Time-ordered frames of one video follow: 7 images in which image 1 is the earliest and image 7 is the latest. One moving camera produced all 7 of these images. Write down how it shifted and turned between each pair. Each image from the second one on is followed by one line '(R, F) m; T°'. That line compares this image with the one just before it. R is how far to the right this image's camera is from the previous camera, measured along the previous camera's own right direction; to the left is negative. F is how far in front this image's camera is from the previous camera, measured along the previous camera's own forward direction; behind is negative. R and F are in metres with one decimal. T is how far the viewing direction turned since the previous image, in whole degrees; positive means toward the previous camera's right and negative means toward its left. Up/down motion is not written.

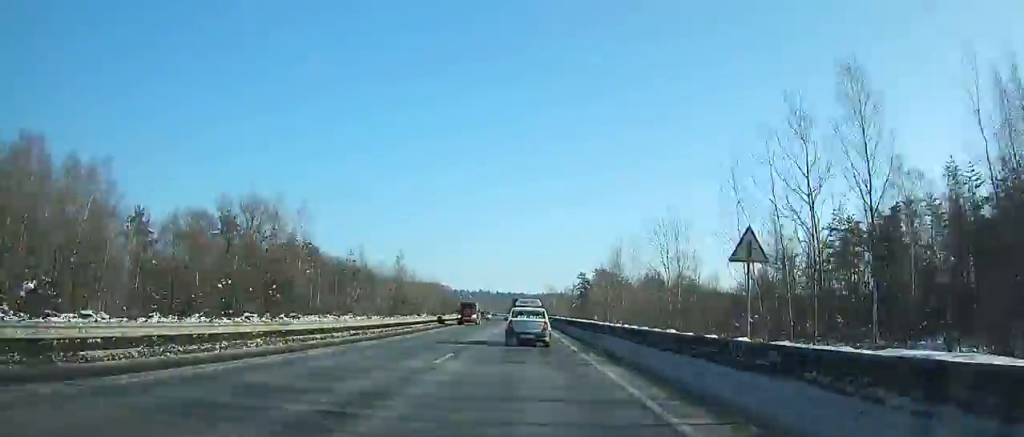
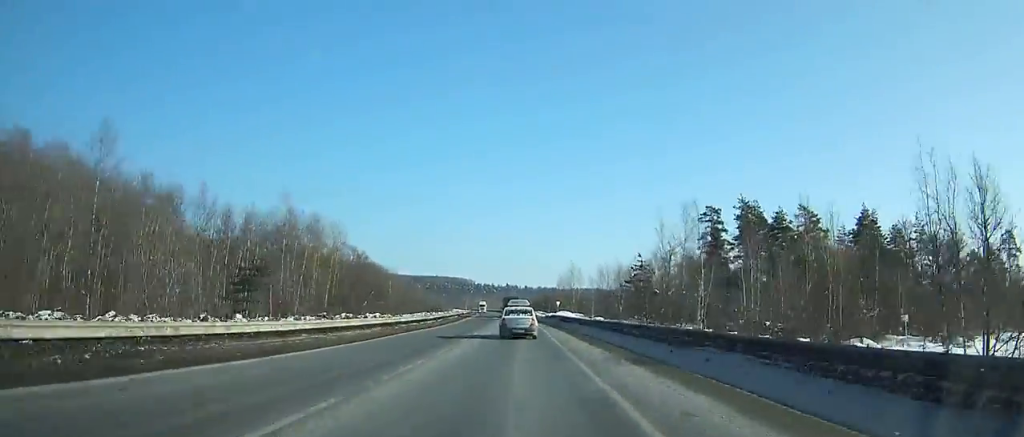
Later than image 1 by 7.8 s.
(+2.3, +158.8) m; -1°
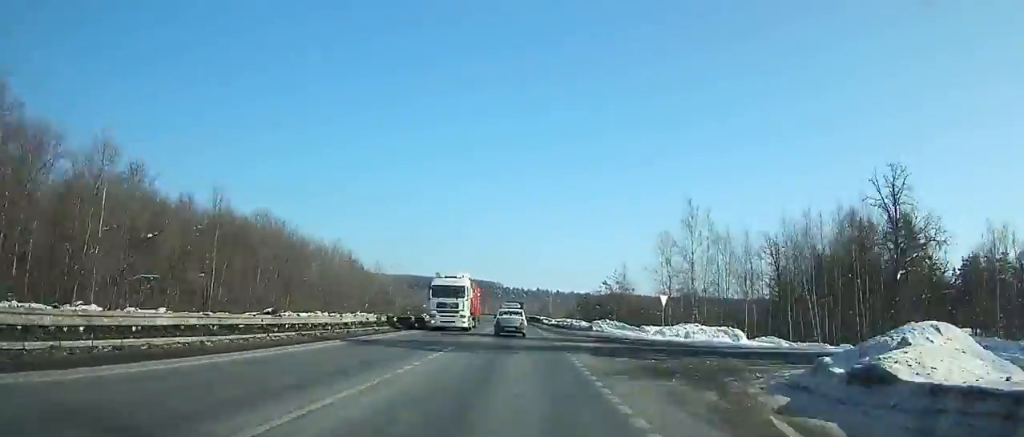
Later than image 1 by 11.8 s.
(-1.8, +81.5) m; -3°
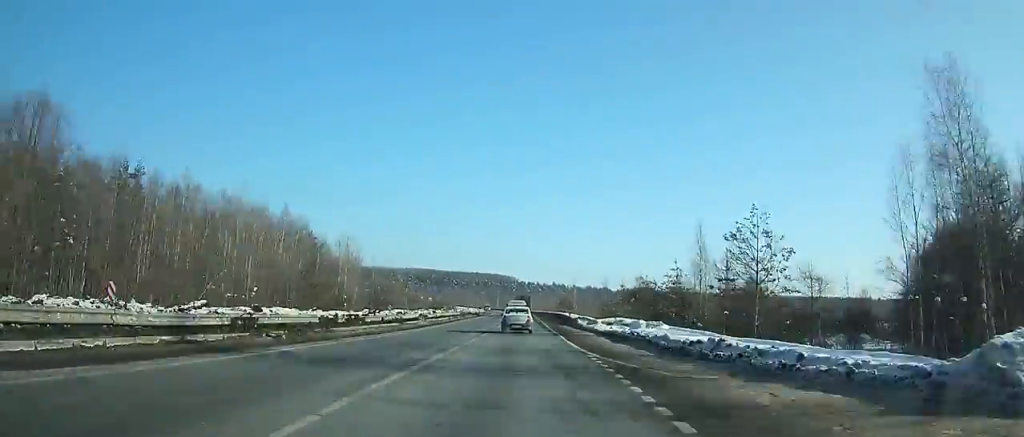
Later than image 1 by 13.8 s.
(-0.7, +41.3) m; -1°
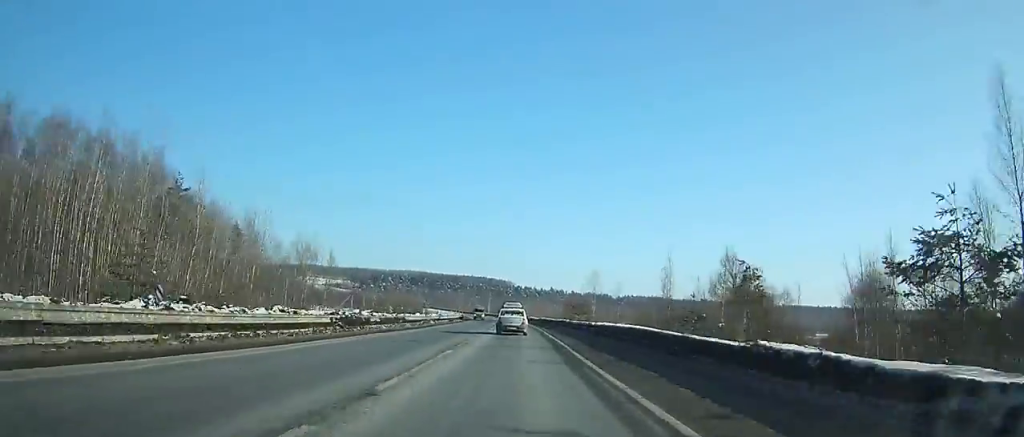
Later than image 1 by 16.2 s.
(-0.4, +50.2) m; -1°
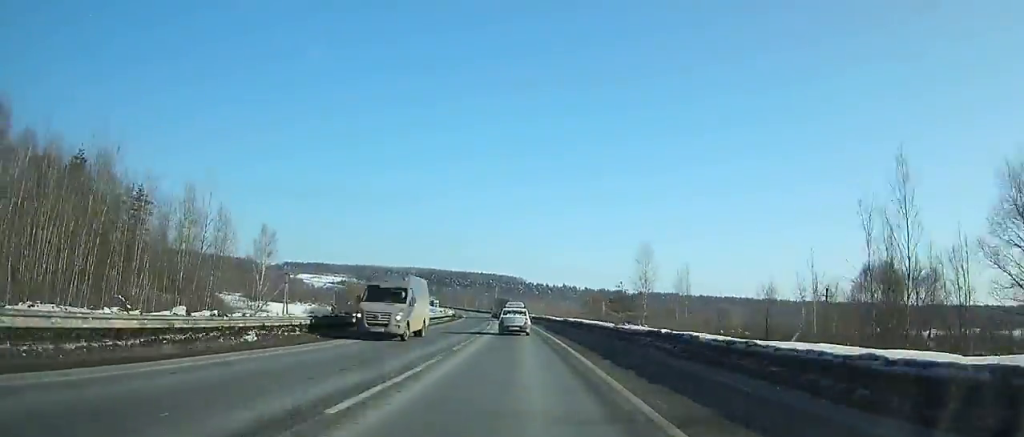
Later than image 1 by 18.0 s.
(-0.1, +38.1) m; -1°
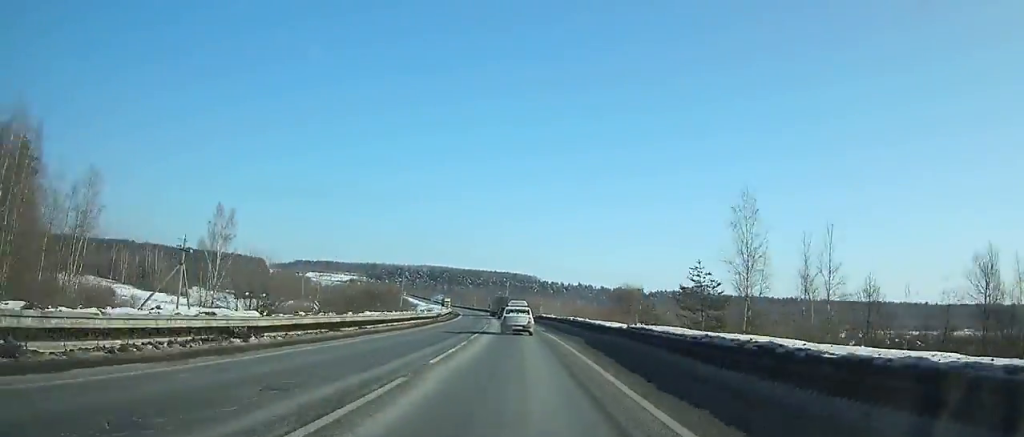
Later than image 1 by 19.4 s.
(-0.2, +29.9) m; -1°
